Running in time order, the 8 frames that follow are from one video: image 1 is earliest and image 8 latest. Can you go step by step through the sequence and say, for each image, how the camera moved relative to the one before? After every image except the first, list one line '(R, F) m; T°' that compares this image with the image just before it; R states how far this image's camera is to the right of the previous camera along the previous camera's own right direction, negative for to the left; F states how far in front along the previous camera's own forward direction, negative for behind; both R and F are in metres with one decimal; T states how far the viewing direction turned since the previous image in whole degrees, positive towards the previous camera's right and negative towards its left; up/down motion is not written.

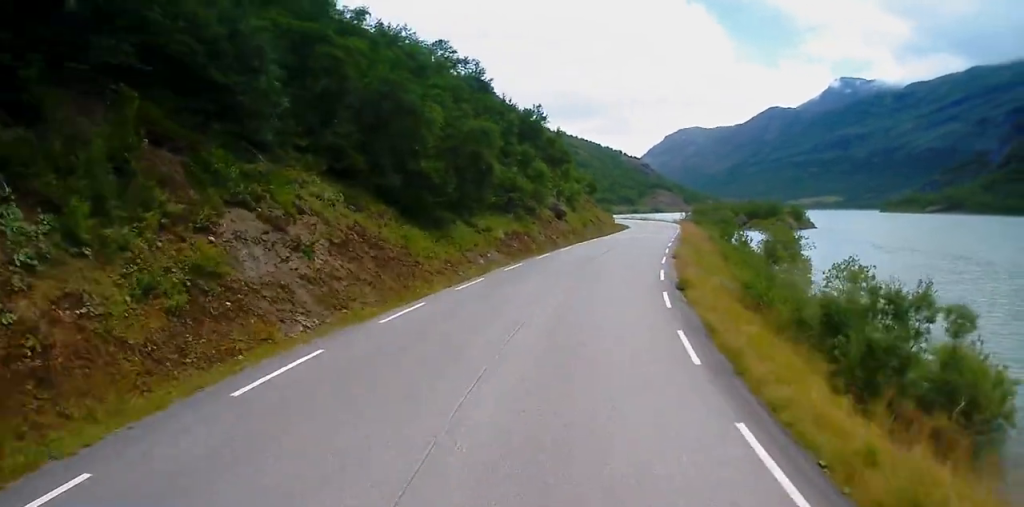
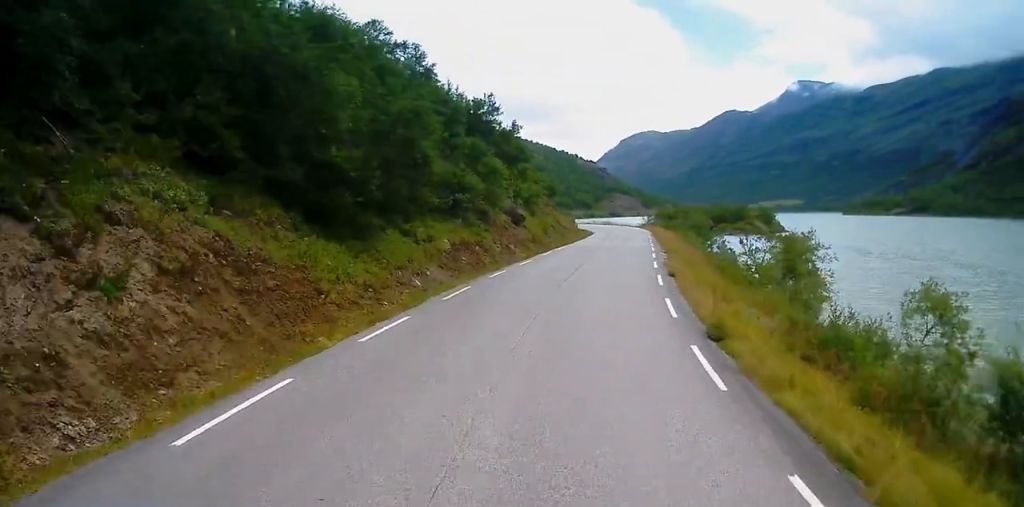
(+0.3, +7.8) m; +2°
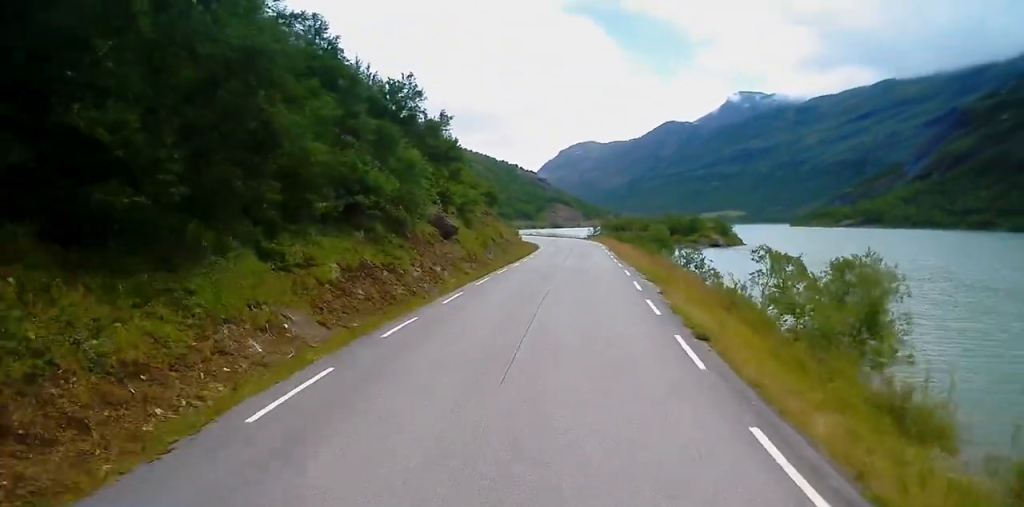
(-0.1, +10.6) m; +4°
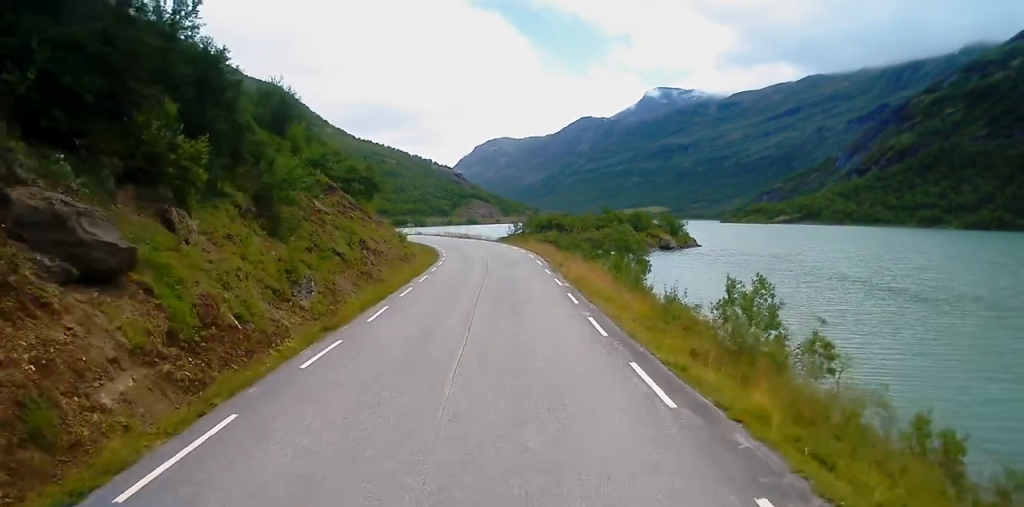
(+2.3, +26.1) m; +4°
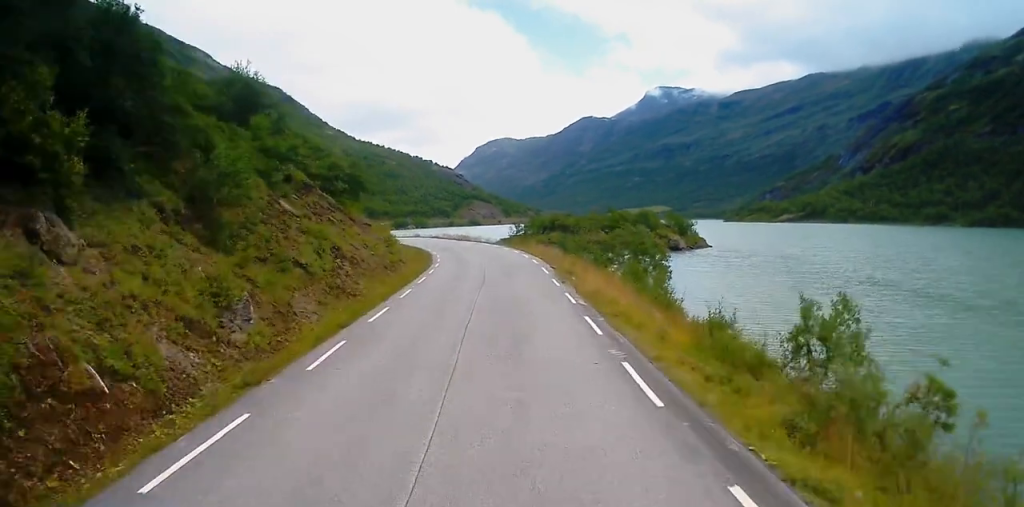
(-0.1, +5.6) m; 0°
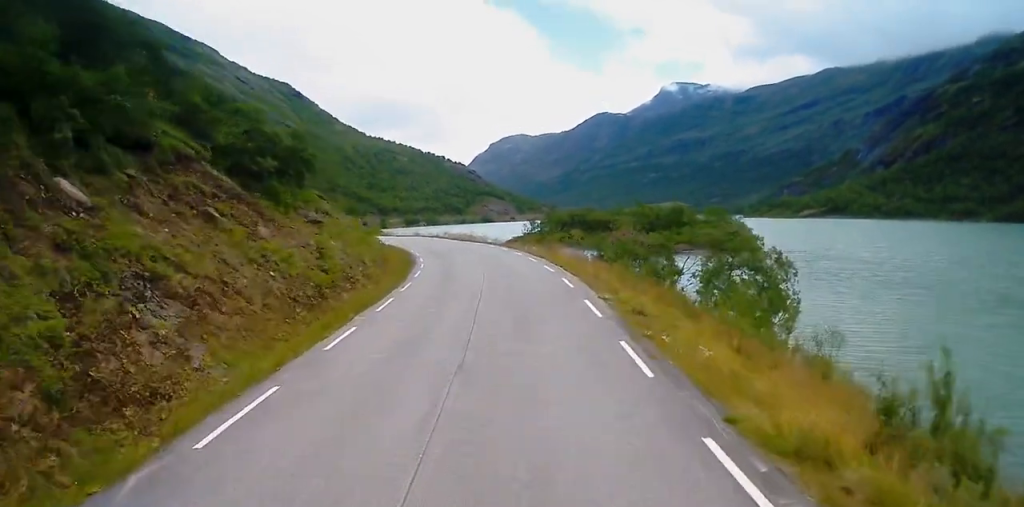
(0.0, +16.9) m; 0°
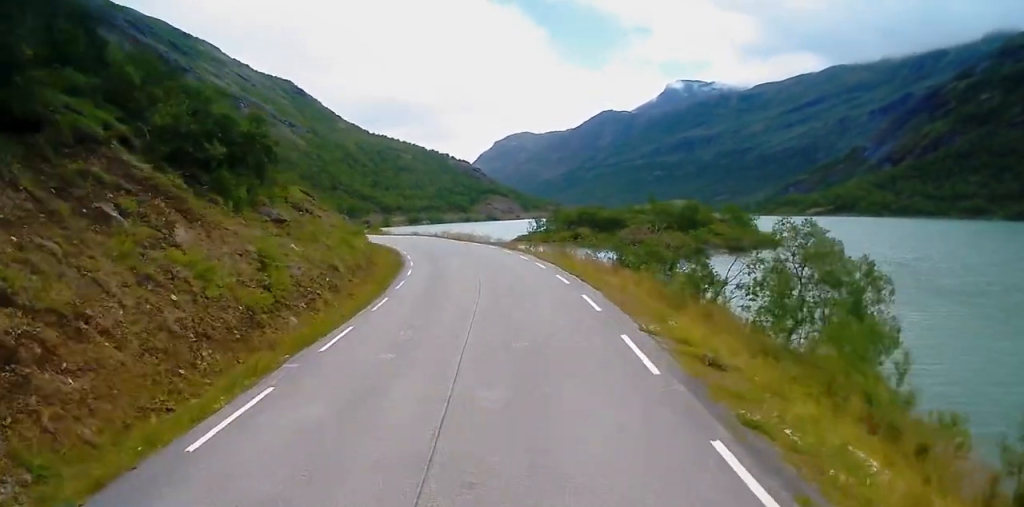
(+0.2, +6.2) m; 0°
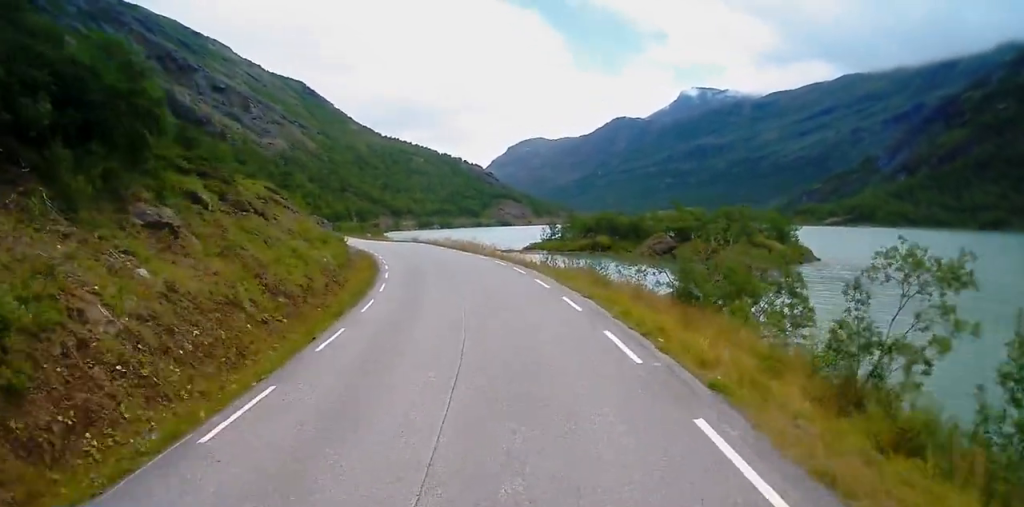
(-0.5, +11.5) m; 0°
